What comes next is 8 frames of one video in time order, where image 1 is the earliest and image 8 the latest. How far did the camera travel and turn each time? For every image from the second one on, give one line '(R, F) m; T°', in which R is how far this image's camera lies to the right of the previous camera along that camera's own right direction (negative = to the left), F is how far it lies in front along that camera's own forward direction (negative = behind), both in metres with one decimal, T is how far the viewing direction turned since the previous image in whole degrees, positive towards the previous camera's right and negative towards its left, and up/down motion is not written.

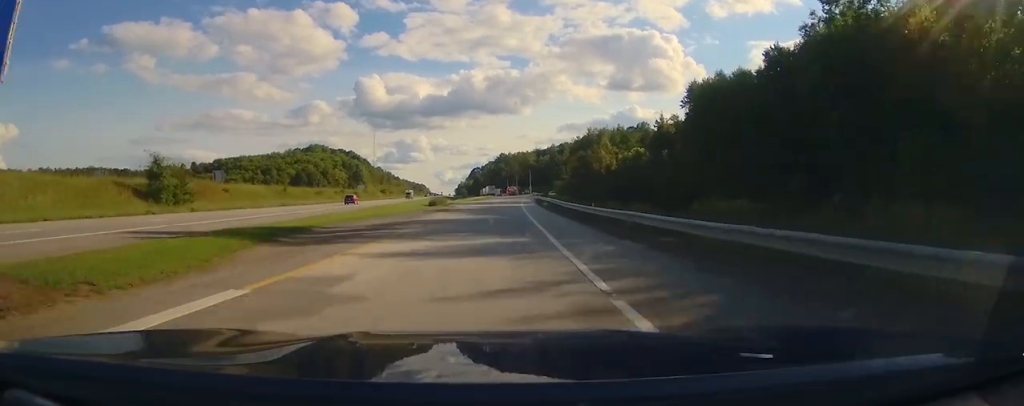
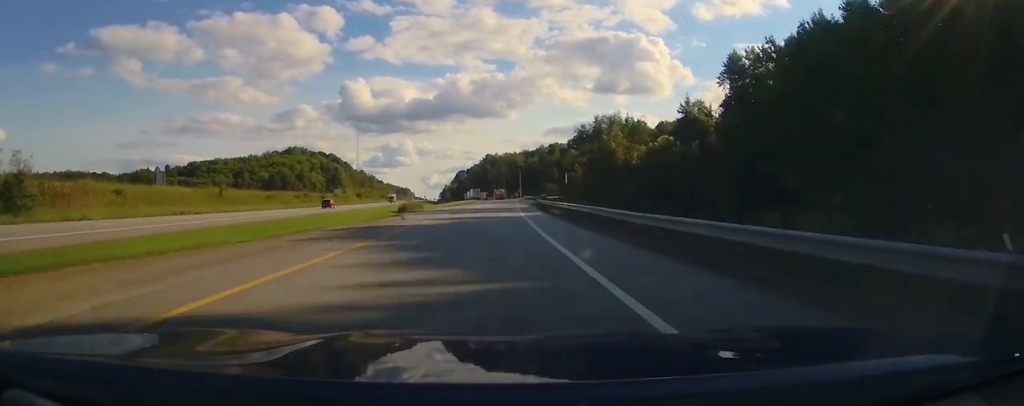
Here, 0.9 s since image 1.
(0.0, +23.3) m; 0°
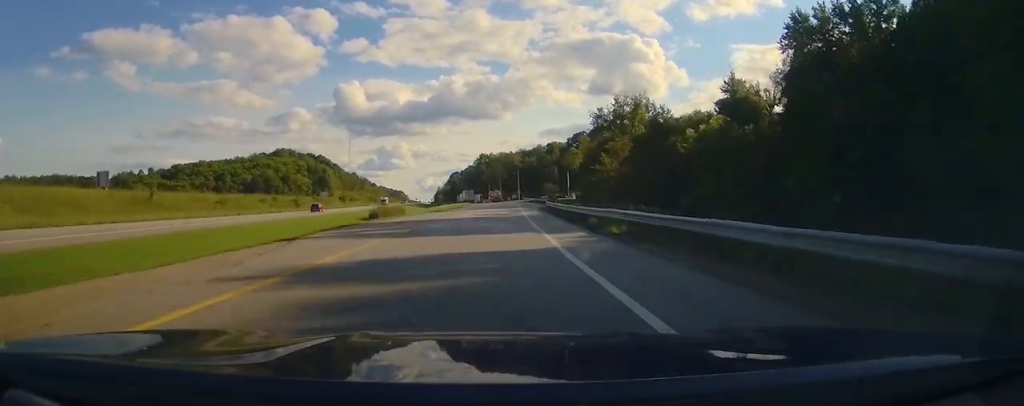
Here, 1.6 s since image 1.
(0.0, +20.0) m; 0°
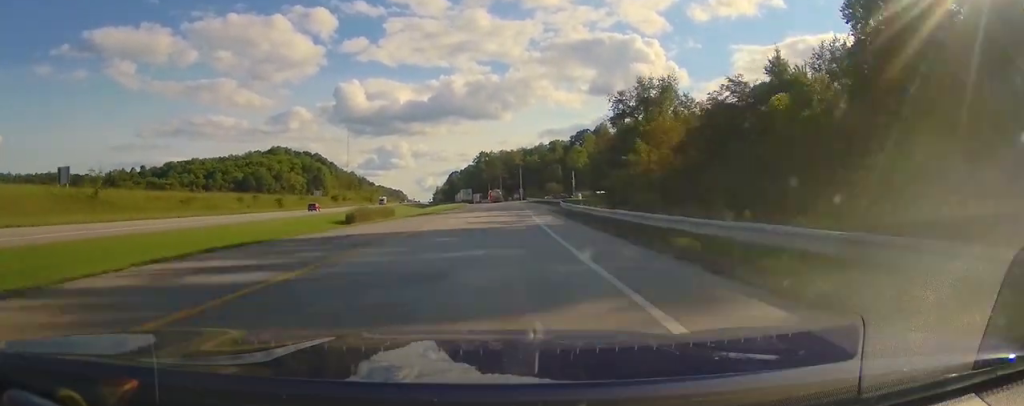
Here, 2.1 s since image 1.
(0.0, +12.4) m; +1°
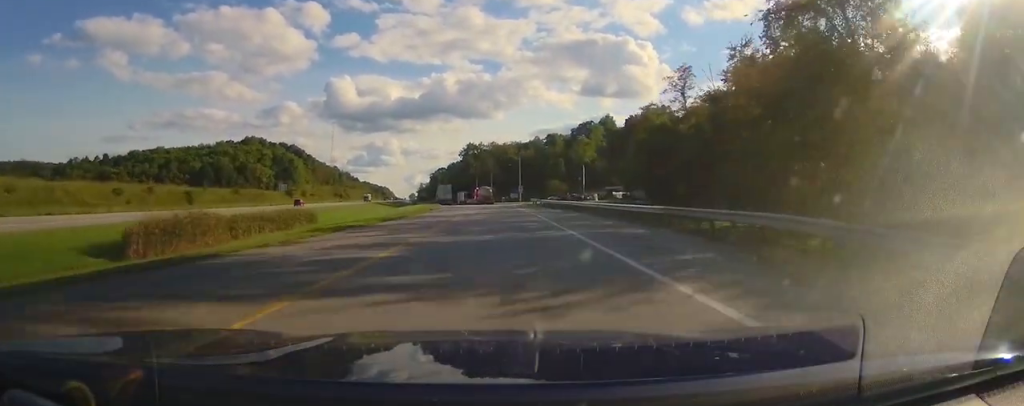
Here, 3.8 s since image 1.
(+1.5, +38.8) m; +4°
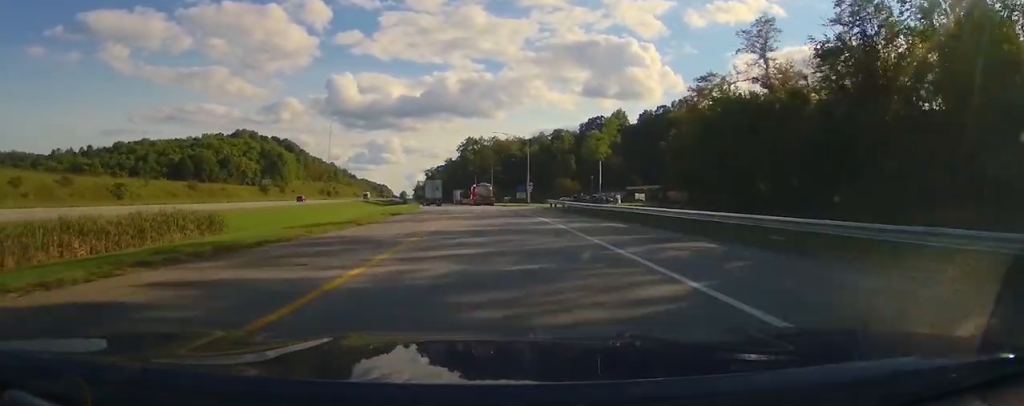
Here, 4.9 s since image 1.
(+0.4, +21.2) m; 0°
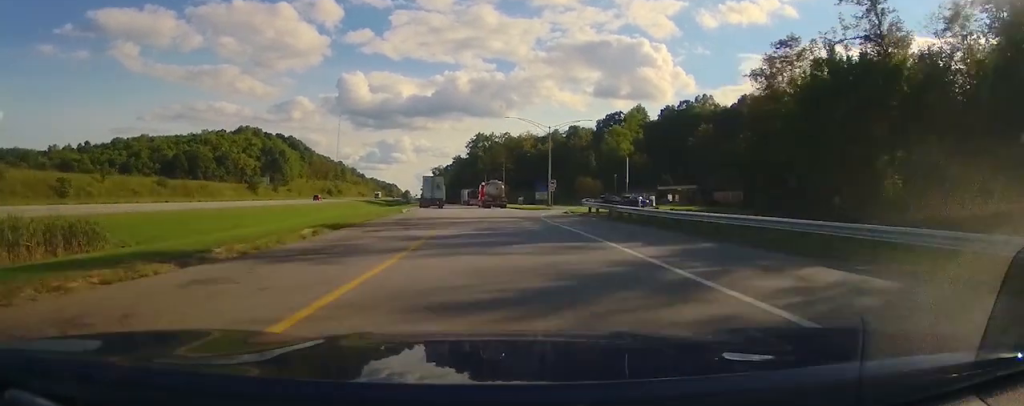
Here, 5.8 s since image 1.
(-0.1, +15.0) m; 0°
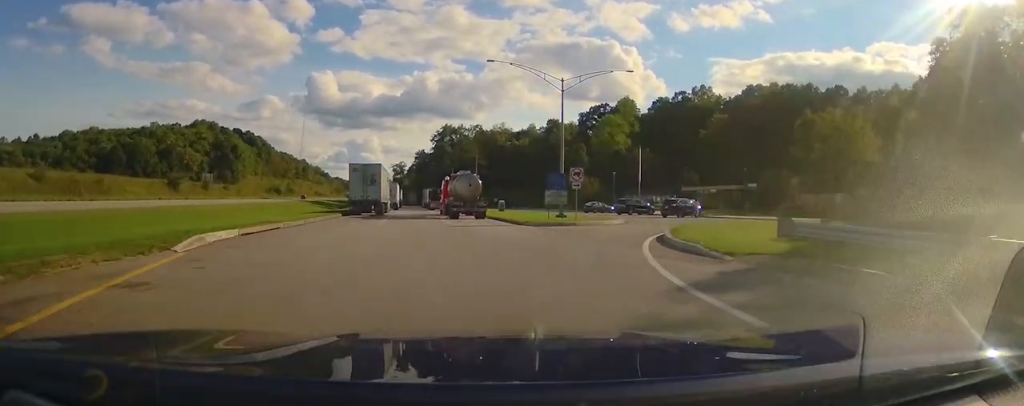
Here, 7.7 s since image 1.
(+1.7, +25.7) m; +9°
